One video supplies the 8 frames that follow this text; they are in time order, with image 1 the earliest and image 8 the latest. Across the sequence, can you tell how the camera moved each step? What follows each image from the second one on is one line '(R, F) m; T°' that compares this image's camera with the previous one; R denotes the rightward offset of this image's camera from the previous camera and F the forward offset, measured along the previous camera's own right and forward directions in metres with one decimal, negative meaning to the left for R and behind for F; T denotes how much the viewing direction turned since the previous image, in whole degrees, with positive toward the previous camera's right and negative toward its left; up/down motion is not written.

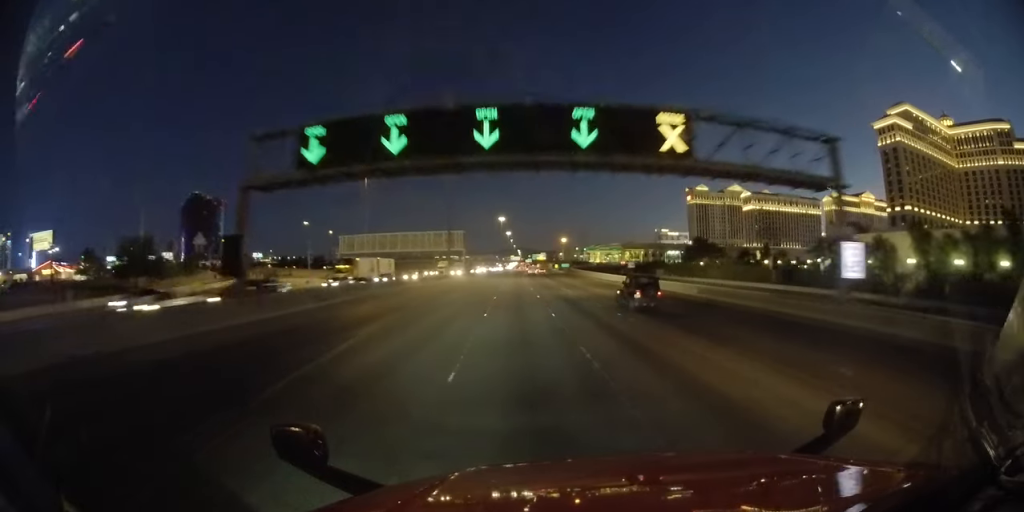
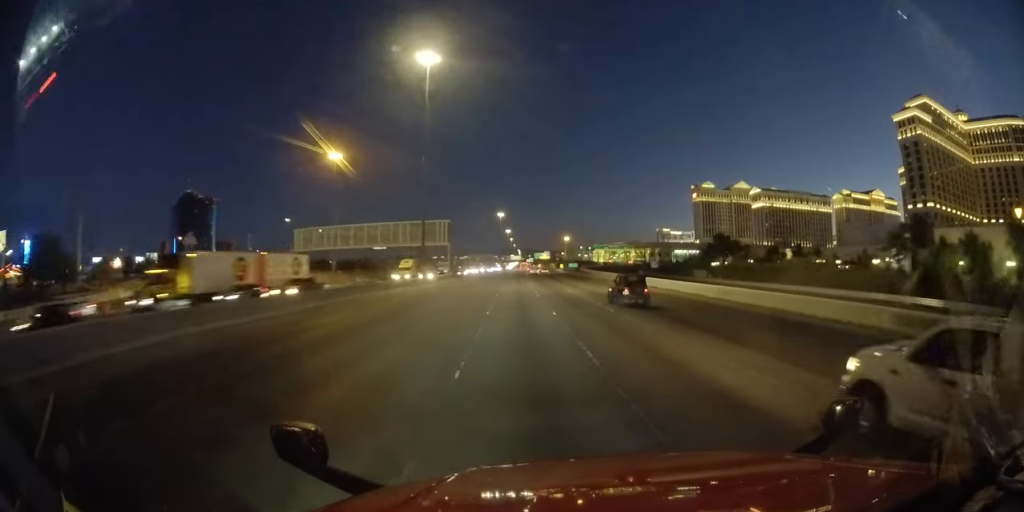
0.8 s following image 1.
(-0.1, +22.6) m; 0°
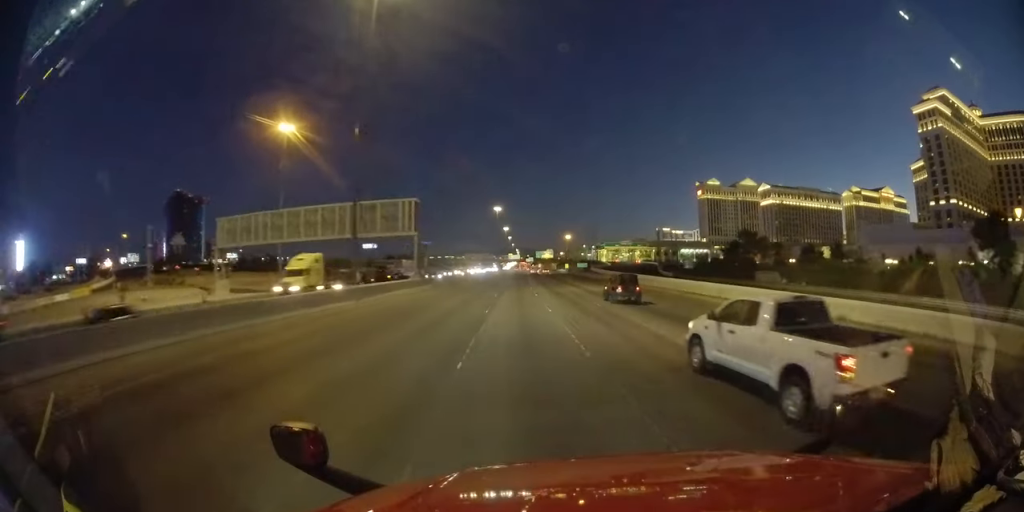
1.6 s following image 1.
(+0.1, +23.6) m; +1°
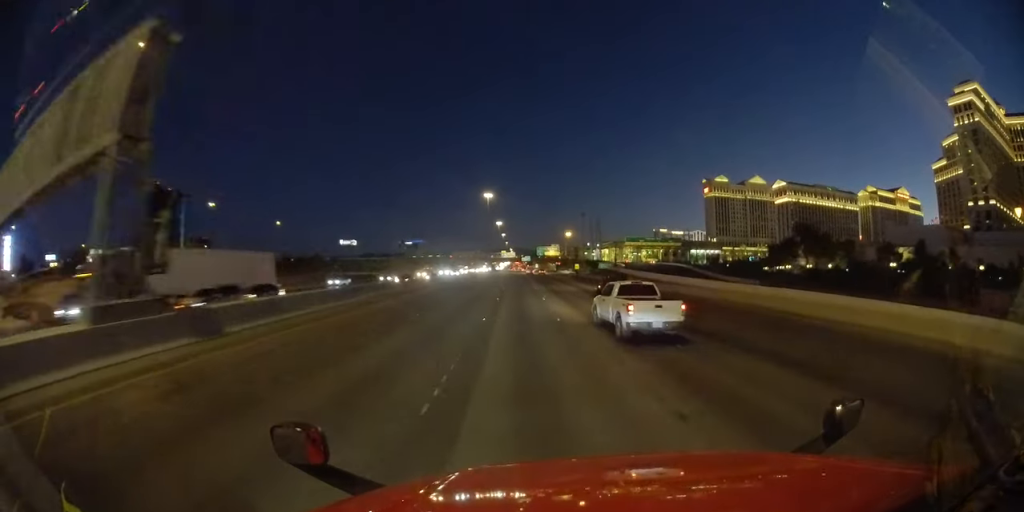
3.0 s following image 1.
(+0.5, +40.0) m; +2°
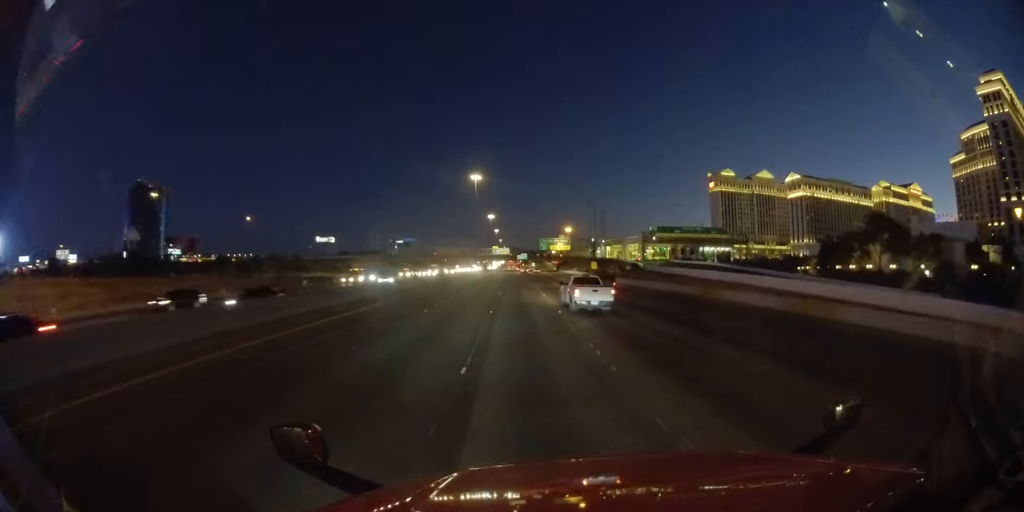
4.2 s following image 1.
(+0.8, +34.6) m; +1°
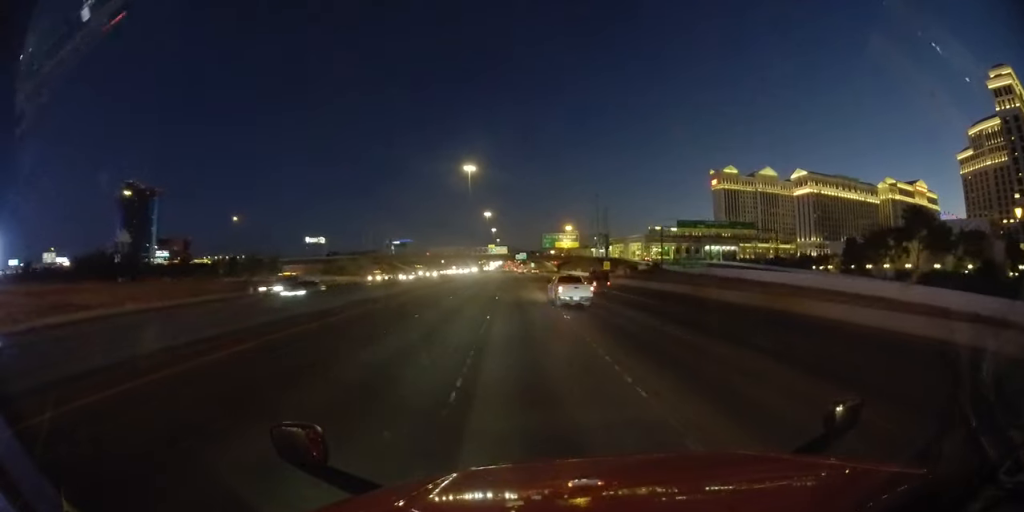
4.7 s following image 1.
(-0.1, +14.4) m; 0°
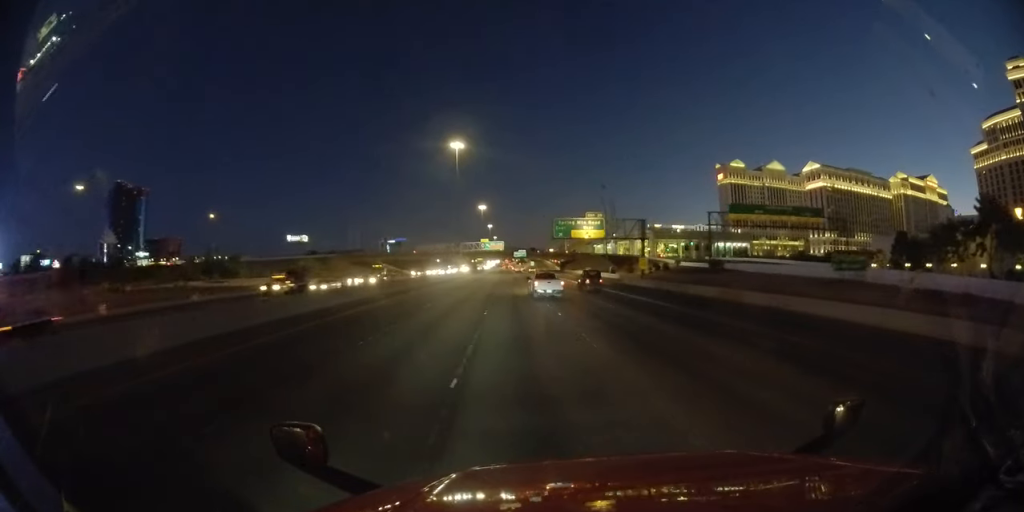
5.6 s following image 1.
(-0.2, +23.9) m; 0°
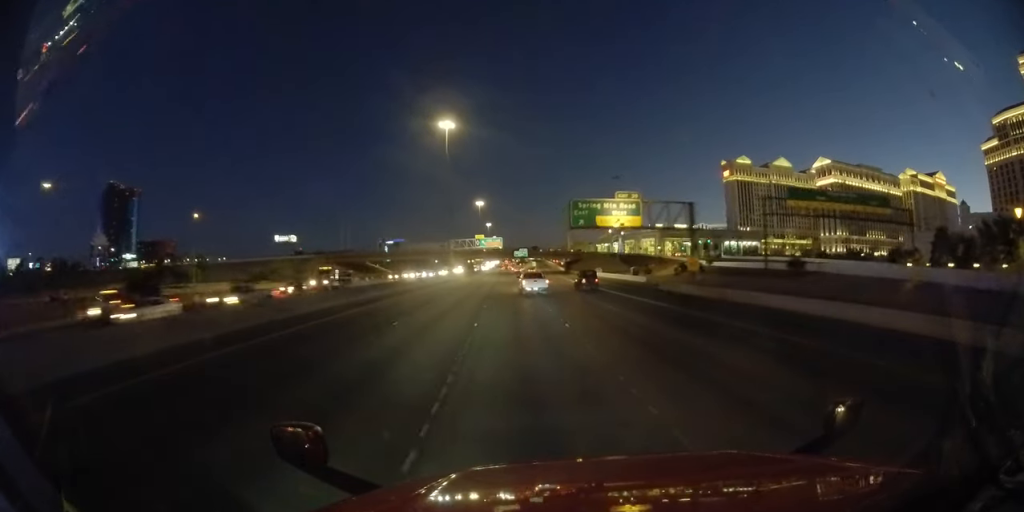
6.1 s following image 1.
(+0.2, +16.2) m; 0°
